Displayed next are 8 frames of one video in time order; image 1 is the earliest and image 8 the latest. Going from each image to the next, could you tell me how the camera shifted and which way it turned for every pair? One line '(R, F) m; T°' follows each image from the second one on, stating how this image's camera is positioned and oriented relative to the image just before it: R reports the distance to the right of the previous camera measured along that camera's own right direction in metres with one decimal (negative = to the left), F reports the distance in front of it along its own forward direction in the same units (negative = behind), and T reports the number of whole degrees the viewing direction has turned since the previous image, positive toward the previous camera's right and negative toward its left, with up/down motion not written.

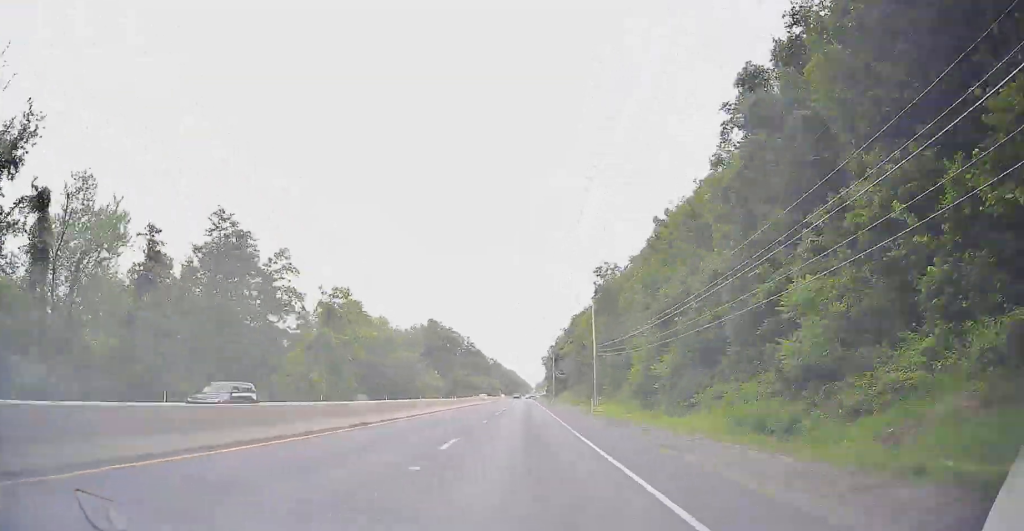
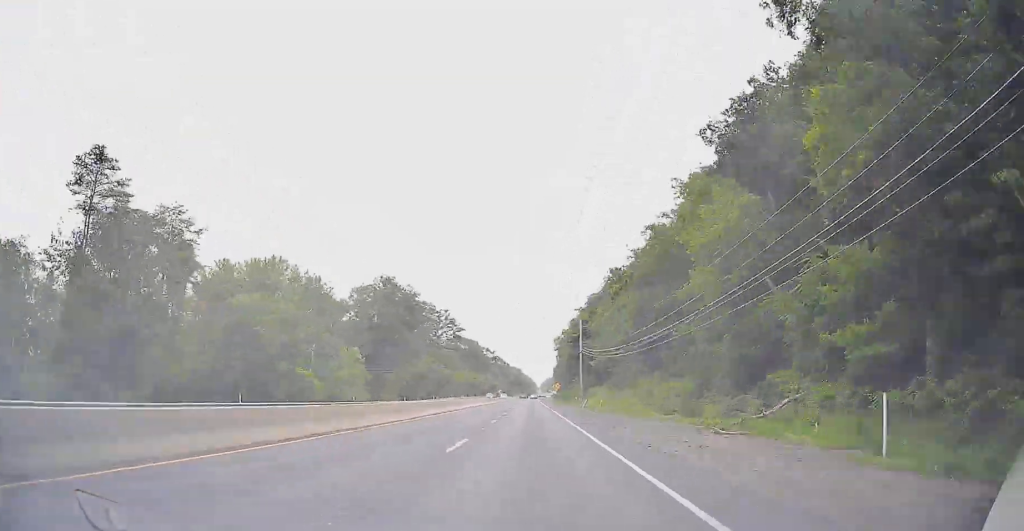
(-0.3, +63.6) m; -1°
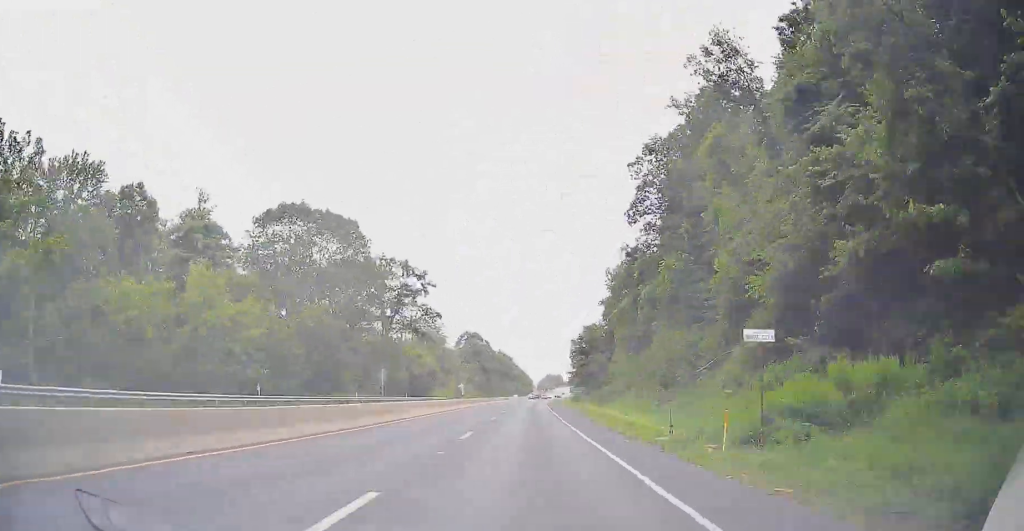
(-1.2, +156.1) m; +1°
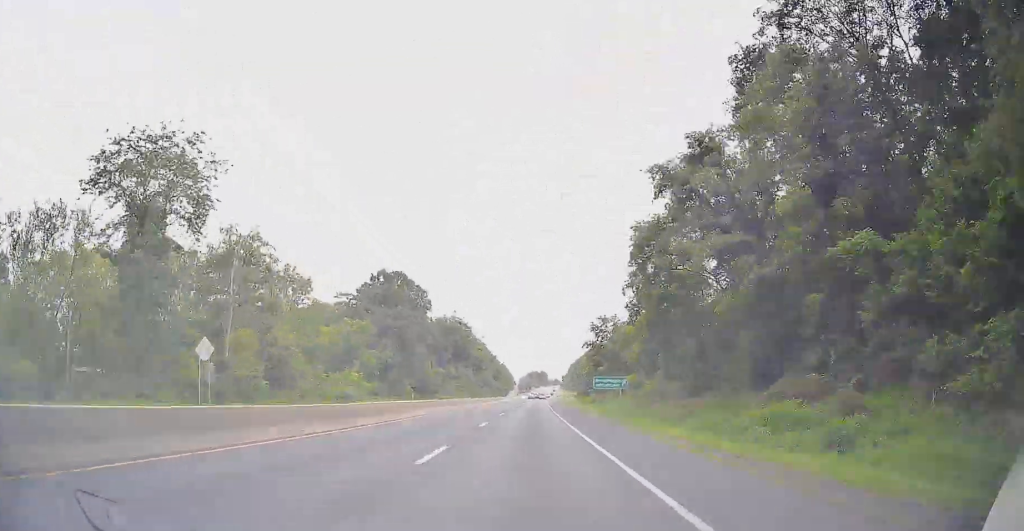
(+3.8, +116.7) m; +3°
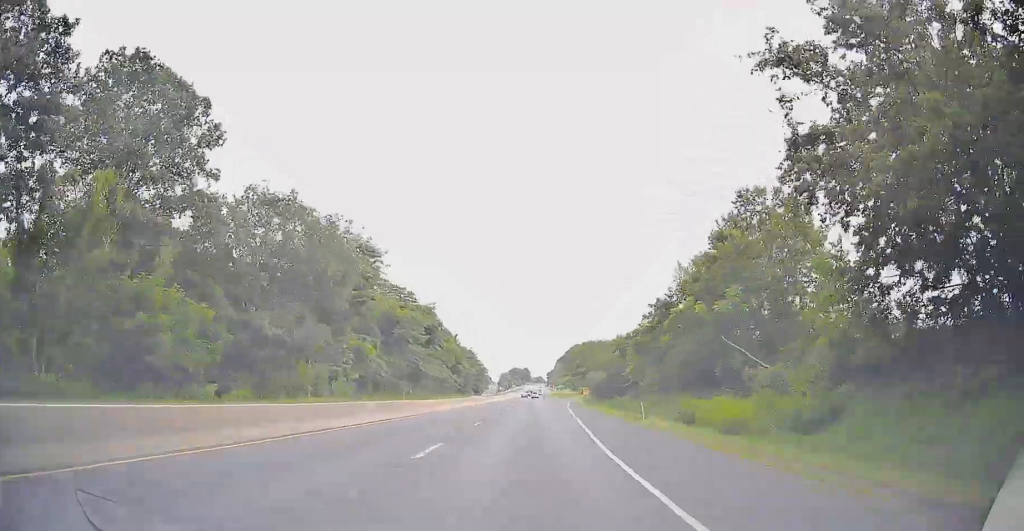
(+1.7, +87.1) m; 0°
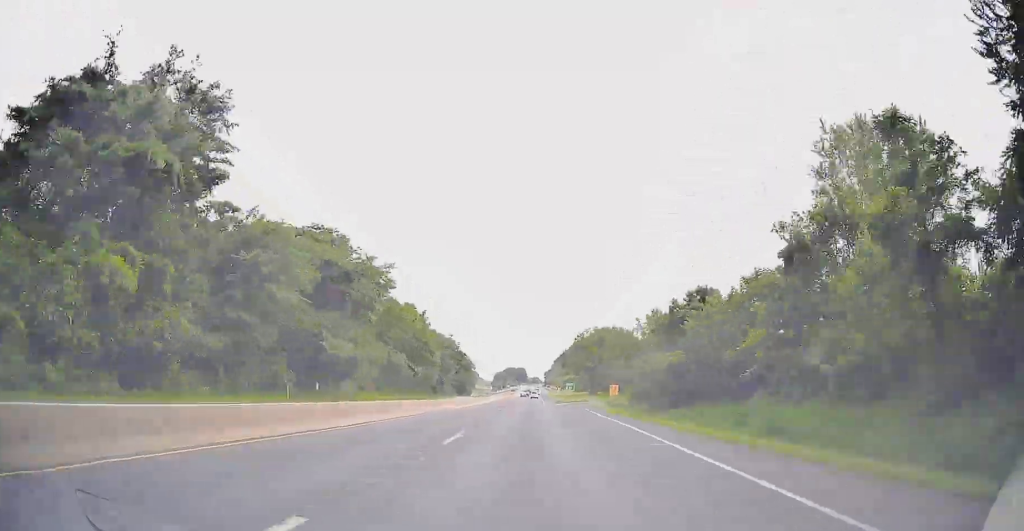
(-1.4, +45.2) m; 0°
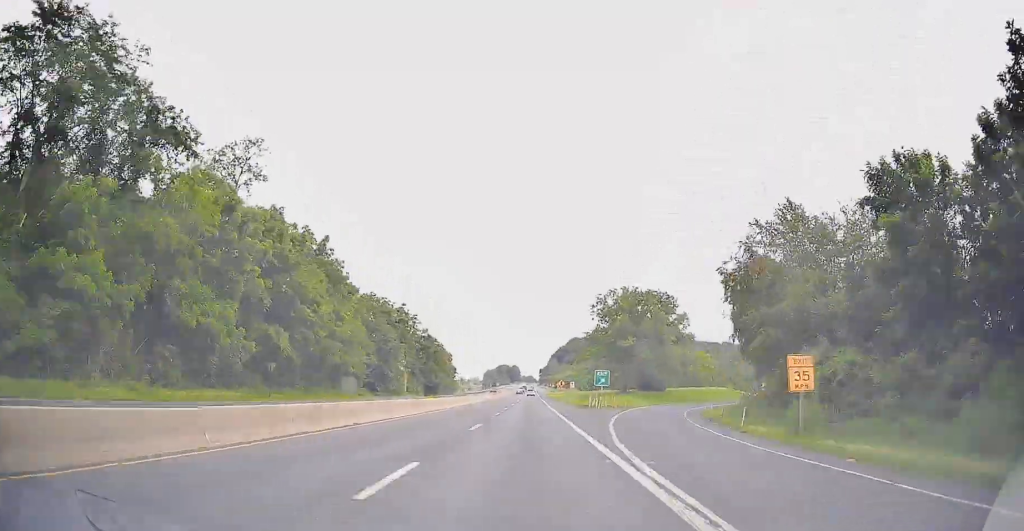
(0.0, +57.2) m; 0°
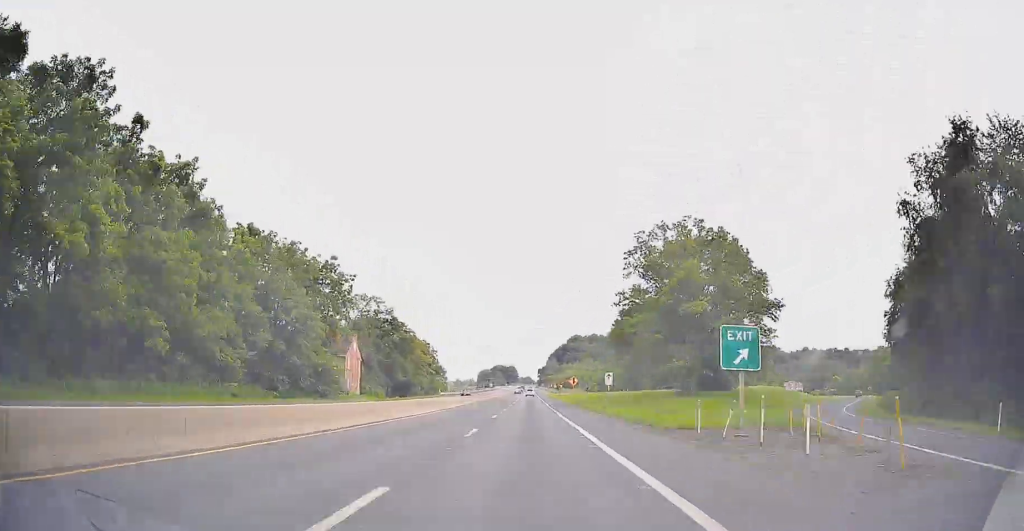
(+0.8, +39.2) m; +1°
